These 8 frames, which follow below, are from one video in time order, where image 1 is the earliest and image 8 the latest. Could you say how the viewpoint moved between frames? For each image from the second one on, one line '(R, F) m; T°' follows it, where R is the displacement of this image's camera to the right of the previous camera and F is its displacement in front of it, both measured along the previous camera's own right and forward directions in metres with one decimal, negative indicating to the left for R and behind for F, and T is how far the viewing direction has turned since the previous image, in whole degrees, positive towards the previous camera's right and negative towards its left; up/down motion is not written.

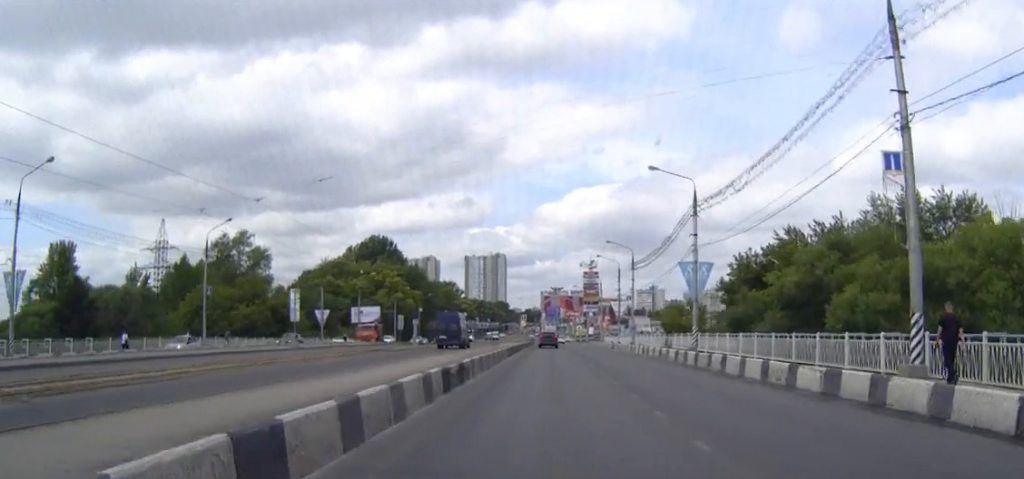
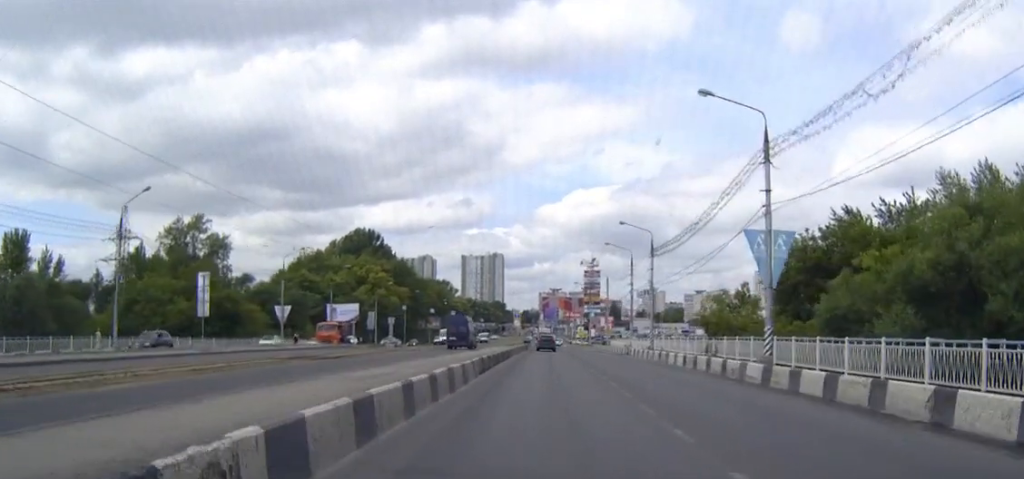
(0.0, +18.3) m; 0°
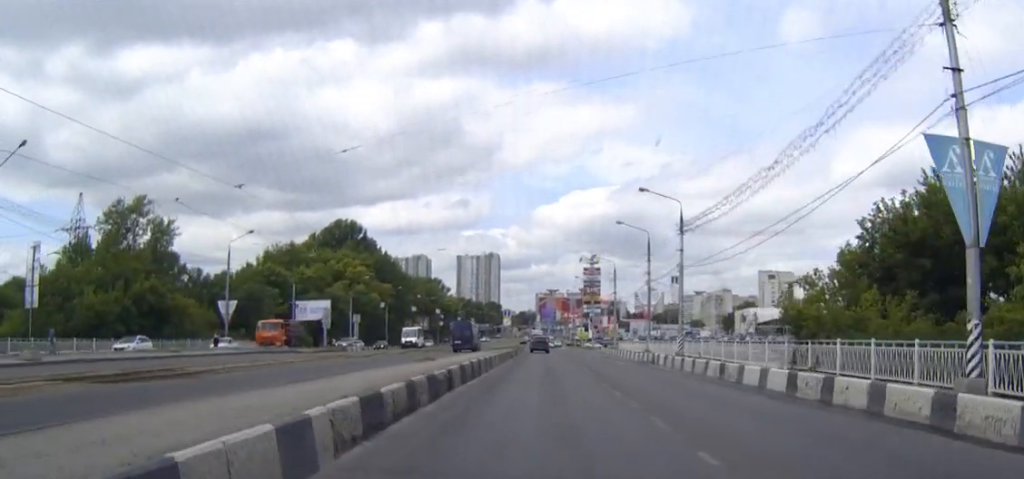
(+0.1, +18.0) m; 0°
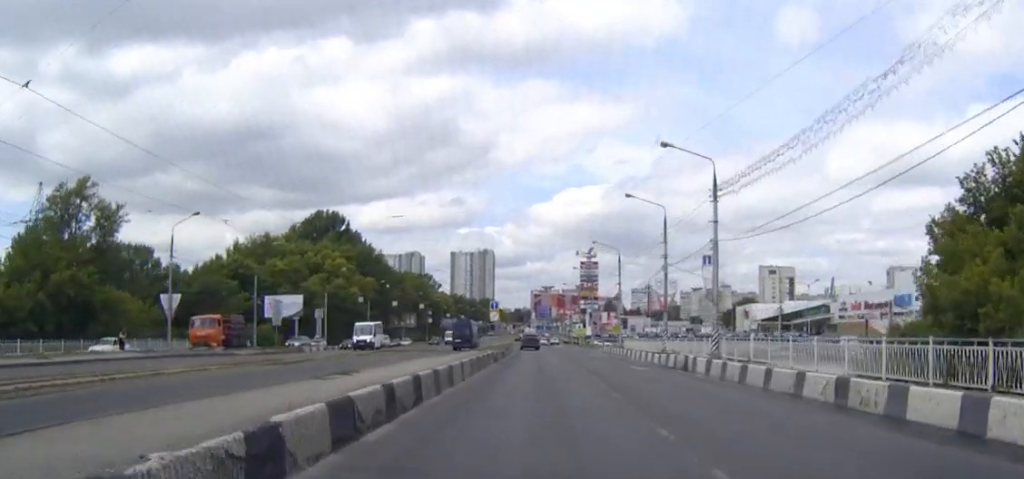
(0.0, +13.1) m; 0°
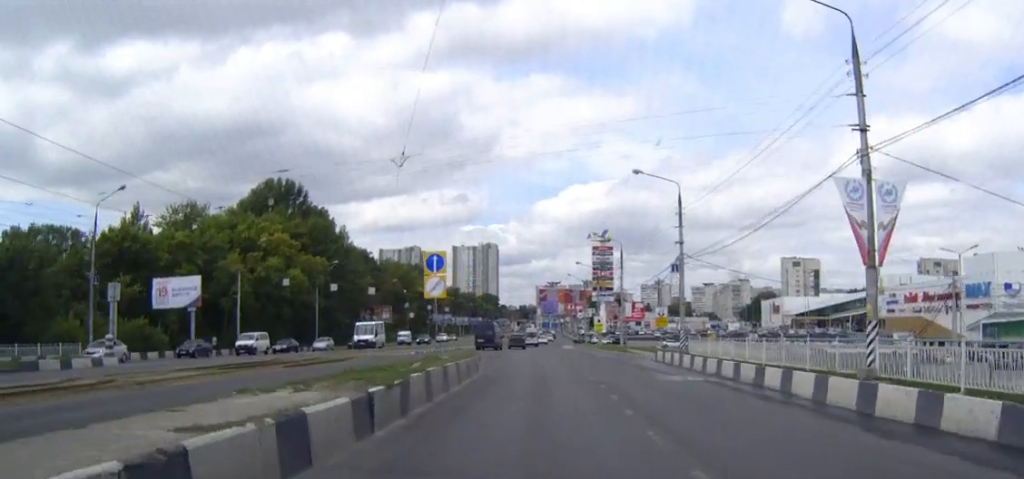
(-0.2, +39.0) m; 0°
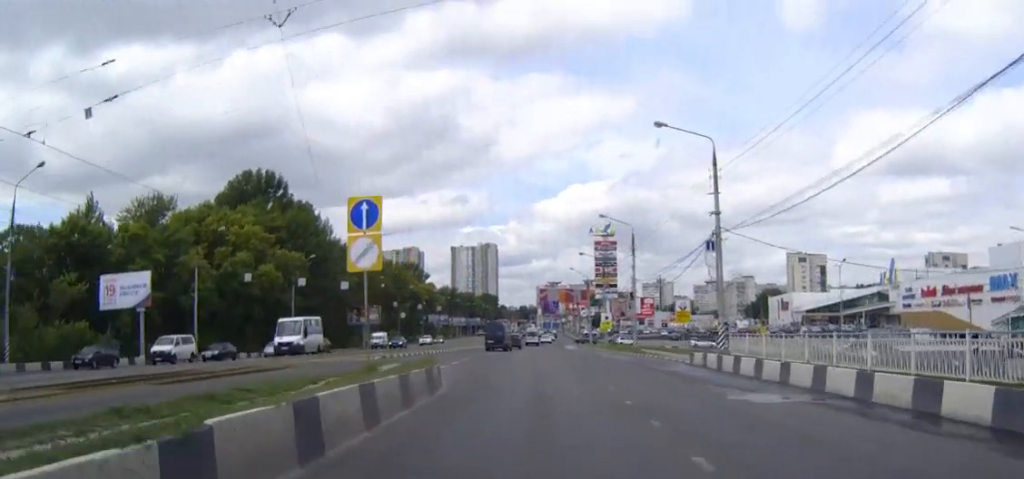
(0.0, +11.9) m; 0°
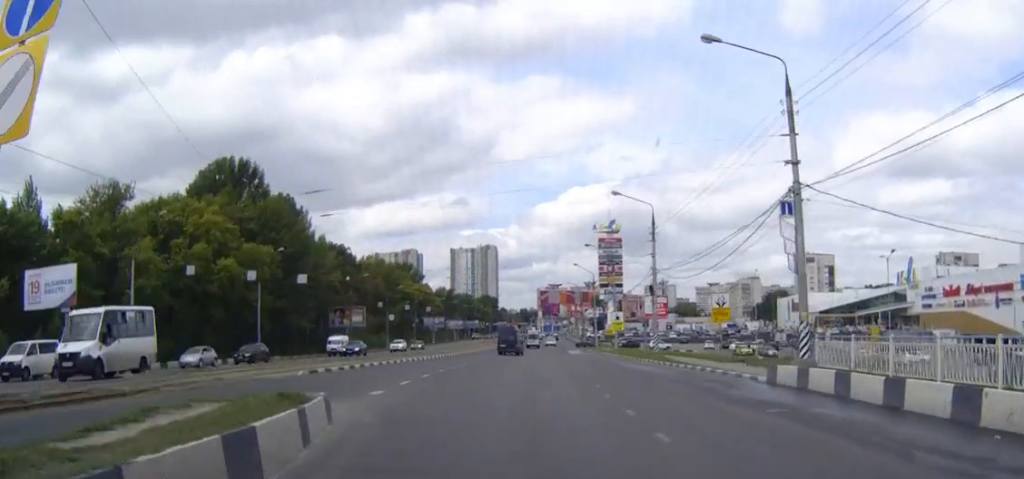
(-0.1, +13.5) m; 0°
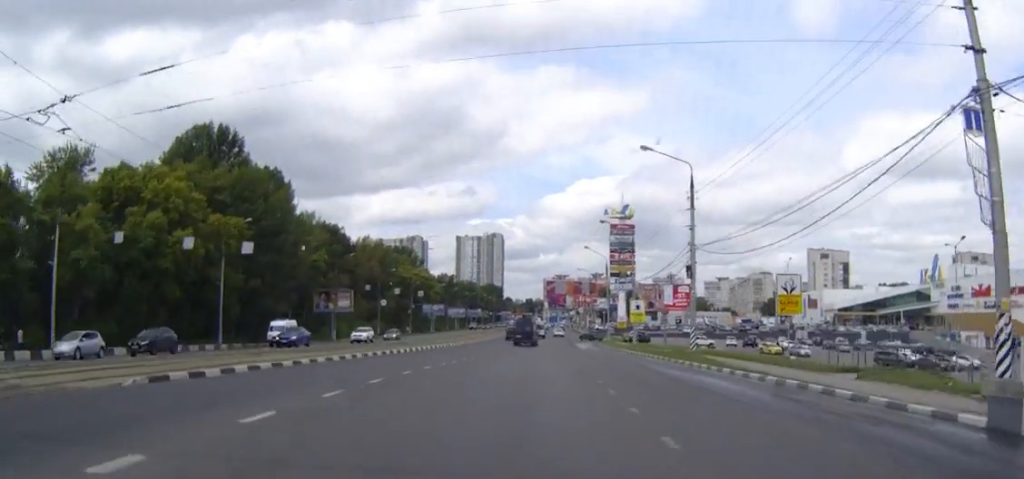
(0.0, +12.9) m; 0°
